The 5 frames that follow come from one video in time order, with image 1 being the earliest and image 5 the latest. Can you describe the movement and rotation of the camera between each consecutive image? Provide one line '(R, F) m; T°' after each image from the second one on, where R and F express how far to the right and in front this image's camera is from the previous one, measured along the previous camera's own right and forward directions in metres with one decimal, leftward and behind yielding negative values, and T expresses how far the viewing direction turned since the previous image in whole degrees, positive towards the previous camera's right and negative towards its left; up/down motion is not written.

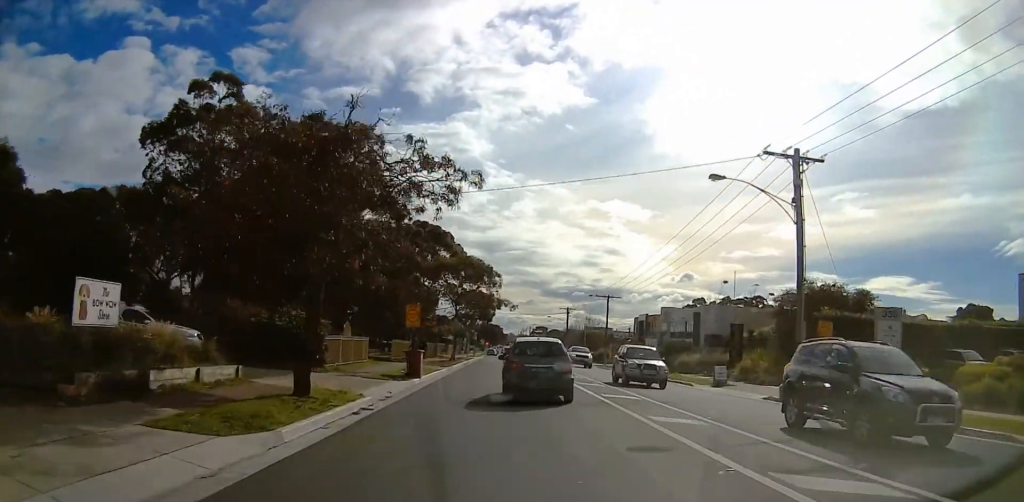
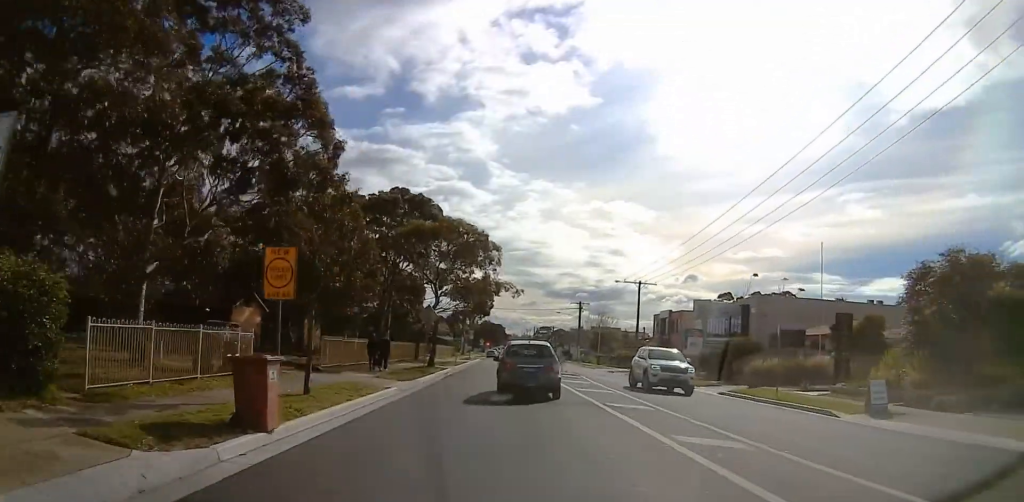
(+0.3, +15.3) m; -2°
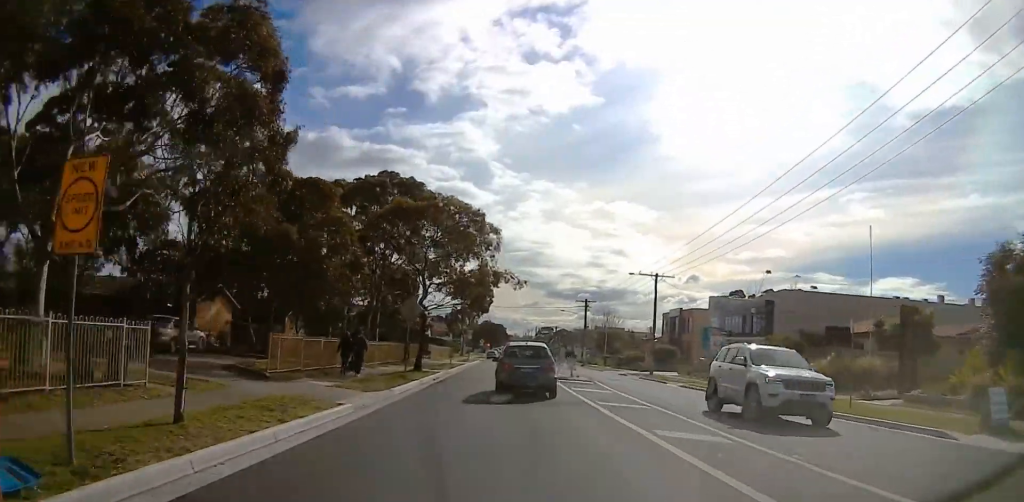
(-0.3, +5.9) m; -2°
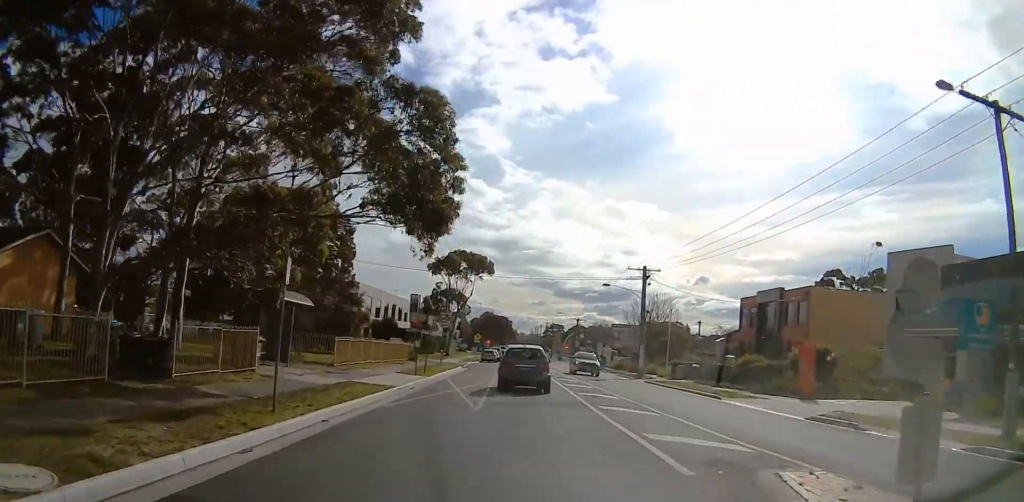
(-0.8, +38.7) m; 0°
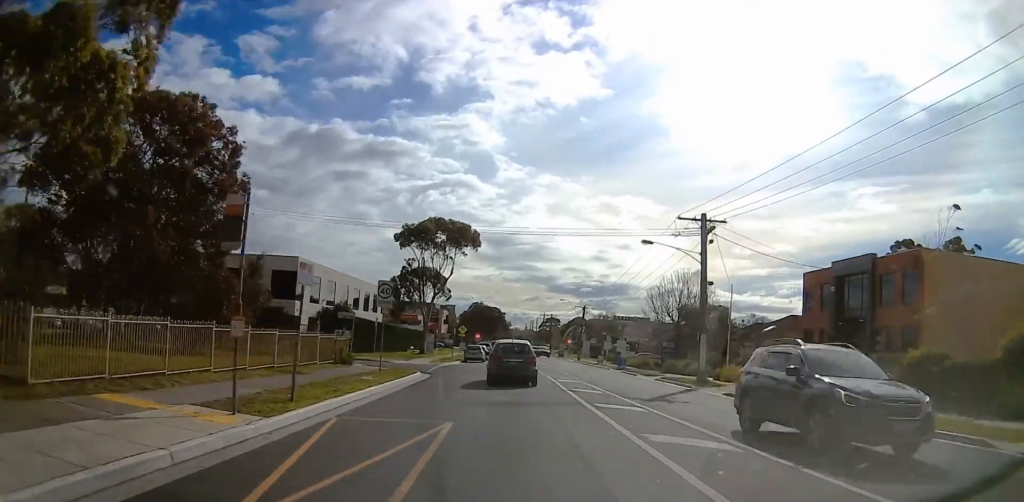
(+0.1, +19.7) m; 0°
